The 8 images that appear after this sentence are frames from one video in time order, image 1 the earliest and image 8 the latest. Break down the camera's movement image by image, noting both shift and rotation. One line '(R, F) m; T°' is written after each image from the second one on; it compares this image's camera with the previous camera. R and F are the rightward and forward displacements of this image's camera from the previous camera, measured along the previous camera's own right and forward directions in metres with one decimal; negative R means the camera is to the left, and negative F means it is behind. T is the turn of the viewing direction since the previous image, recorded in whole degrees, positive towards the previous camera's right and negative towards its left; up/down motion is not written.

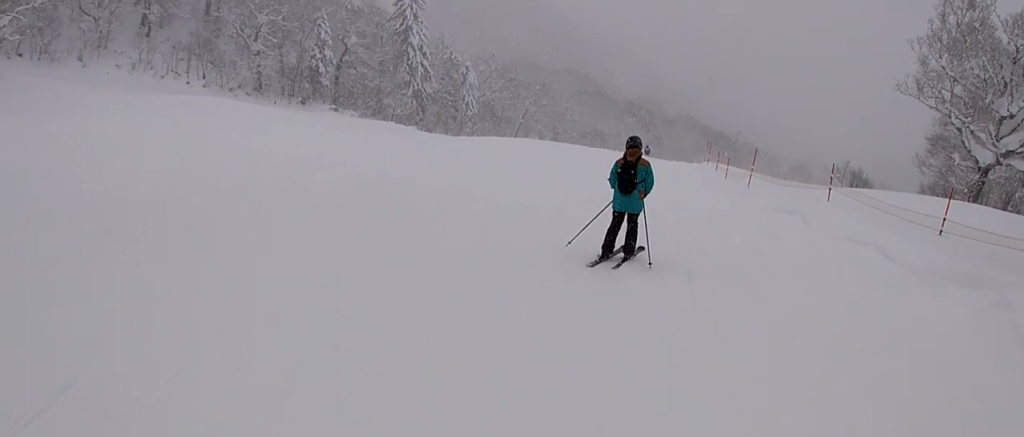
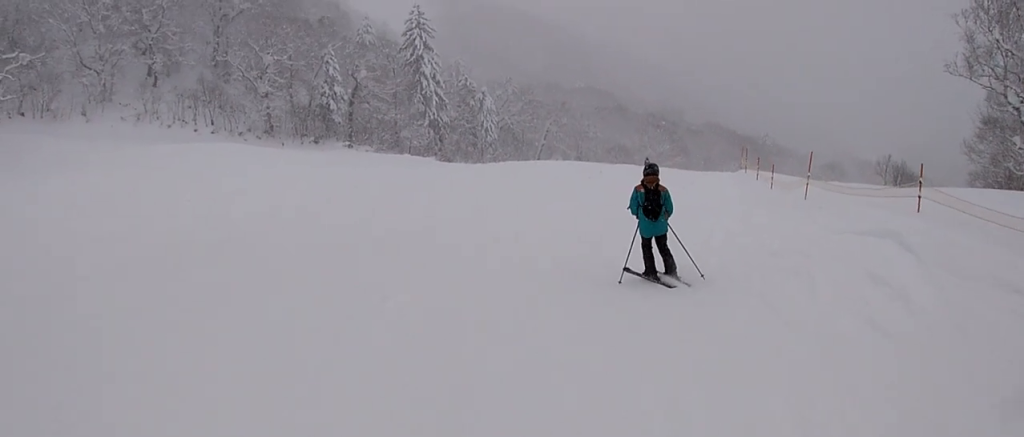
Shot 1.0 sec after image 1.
(+0.1, +4.0) m; -11°
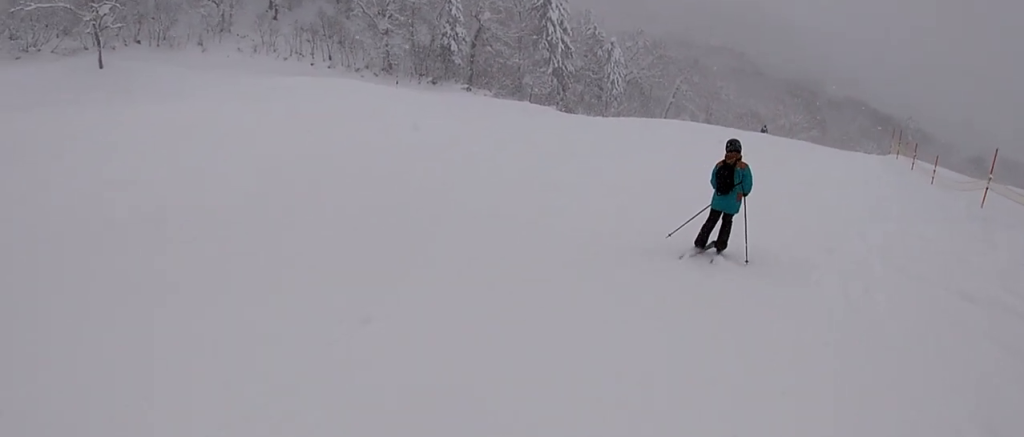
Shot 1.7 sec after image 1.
(-0.6, +2.8) m; -2°
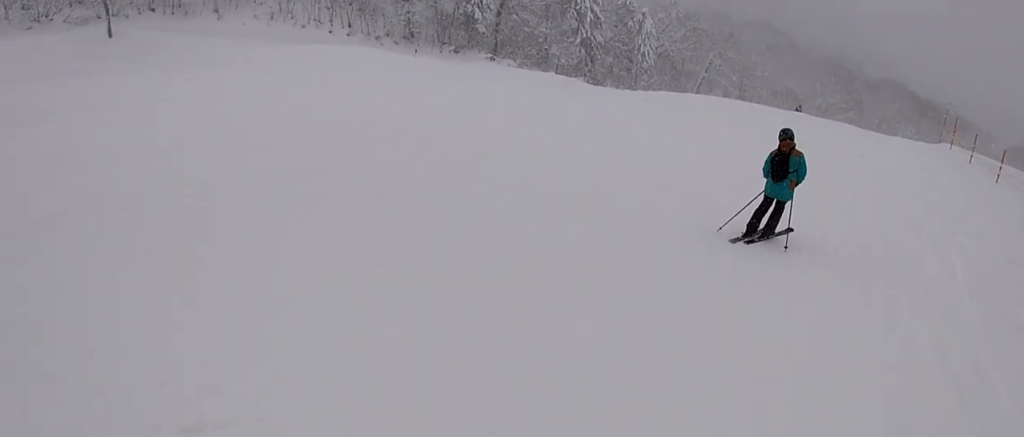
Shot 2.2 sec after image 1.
(-0.1, +2.1) m; 0°
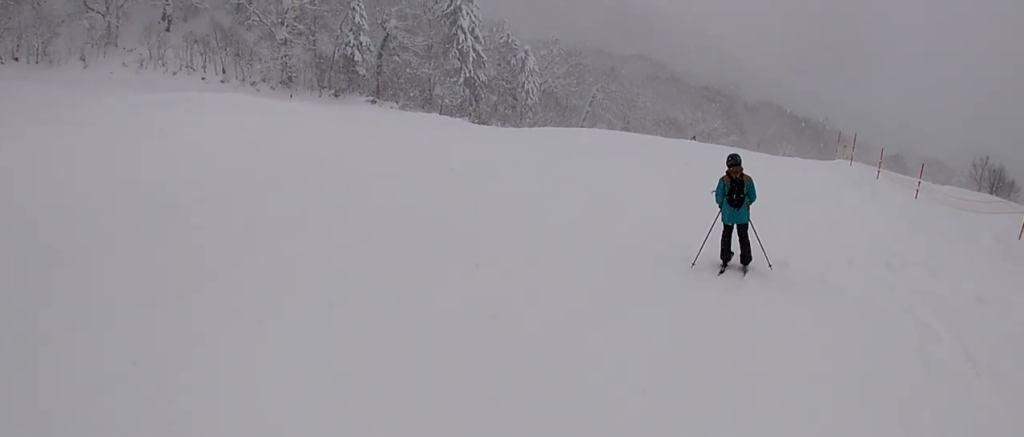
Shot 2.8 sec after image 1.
(+0.4, +2.6) m; +3°
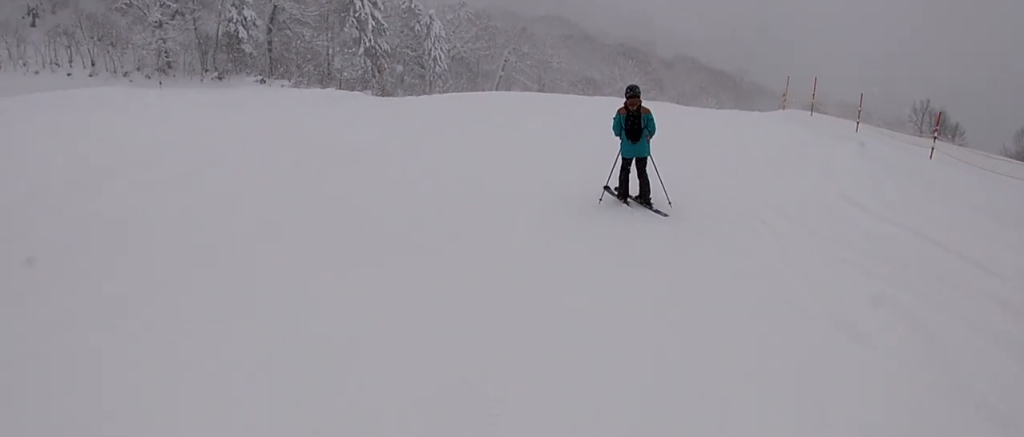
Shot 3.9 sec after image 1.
(-0.2, +4.8) m; +2°
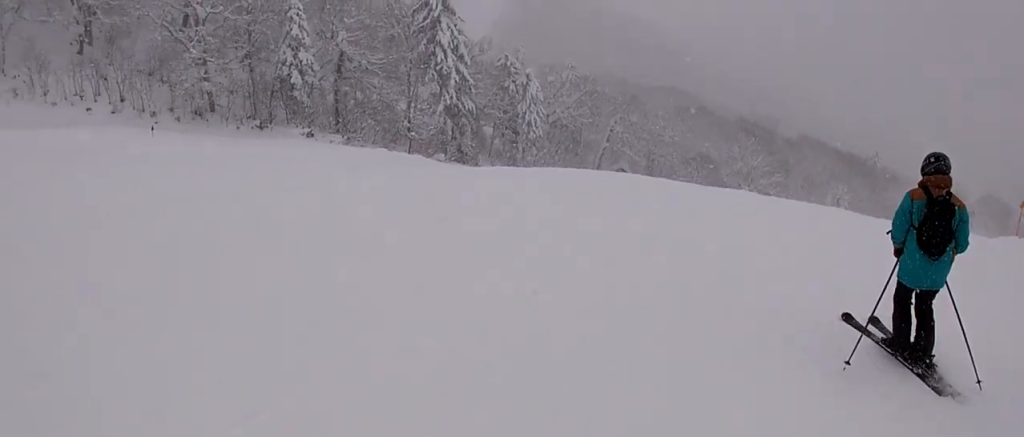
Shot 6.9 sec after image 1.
(+0.3, +13.7) m; -4°
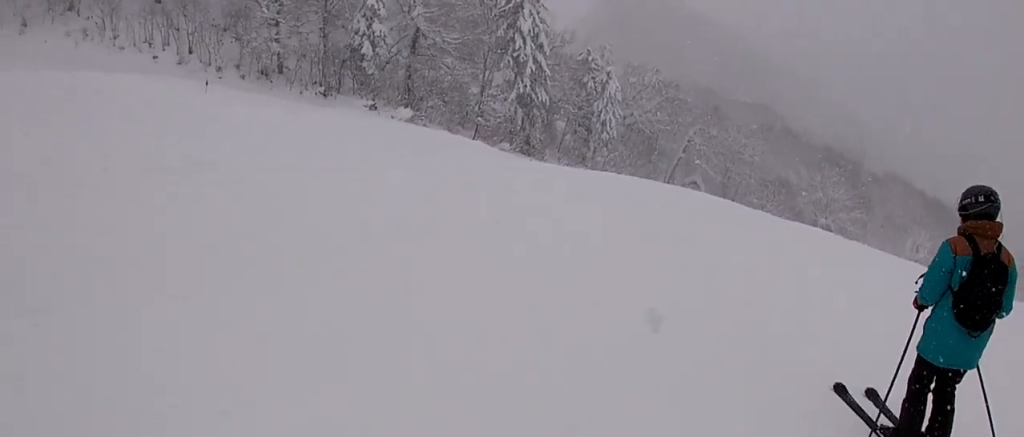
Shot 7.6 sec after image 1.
(-0.3, +2.4) m; -10°
